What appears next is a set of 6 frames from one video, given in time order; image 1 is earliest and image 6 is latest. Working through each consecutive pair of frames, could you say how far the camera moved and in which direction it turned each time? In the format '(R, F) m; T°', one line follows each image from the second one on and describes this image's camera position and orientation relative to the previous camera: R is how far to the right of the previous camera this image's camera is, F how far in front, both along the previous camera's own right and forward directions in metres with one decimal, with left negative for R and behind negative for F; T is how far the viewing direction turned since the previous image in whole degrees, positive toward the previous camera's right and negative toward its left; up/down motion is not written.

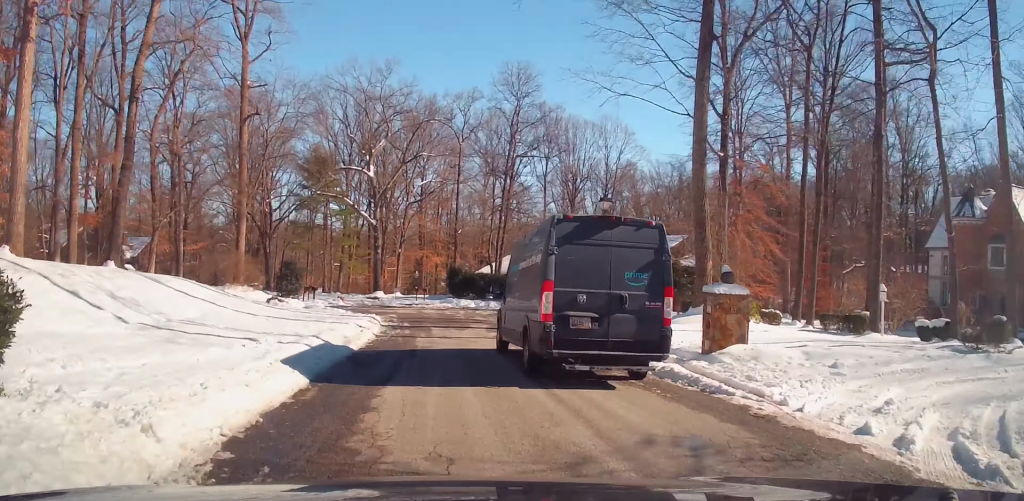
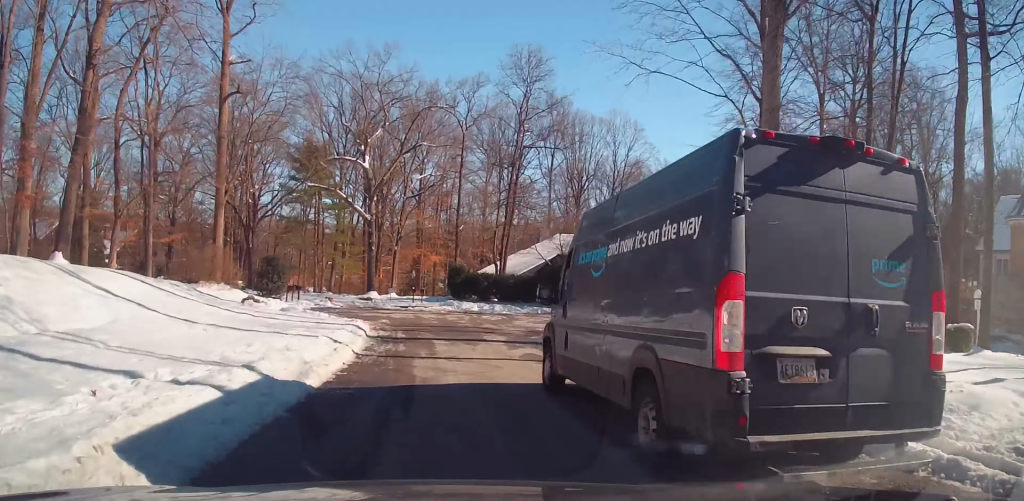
(-0.3, +5.6) m; +2°
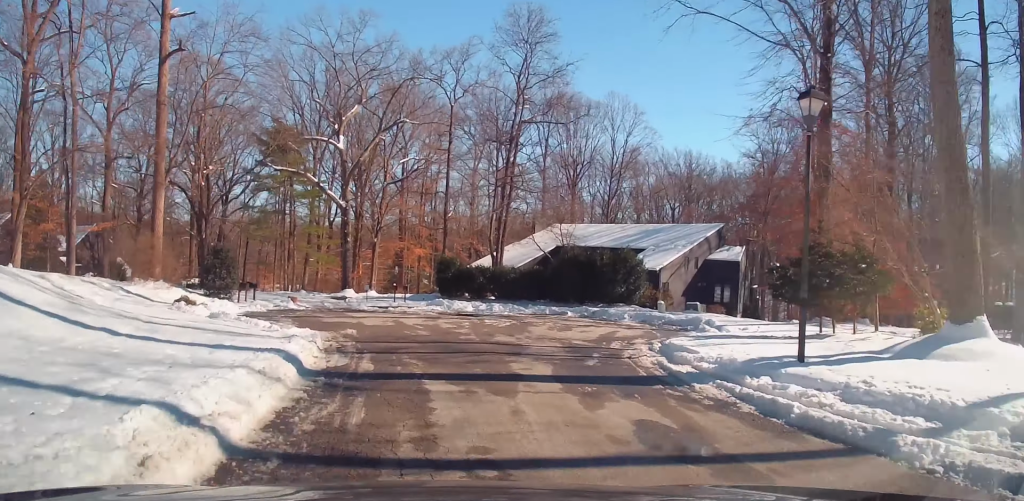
(+0.8, +7.8) m; +8°
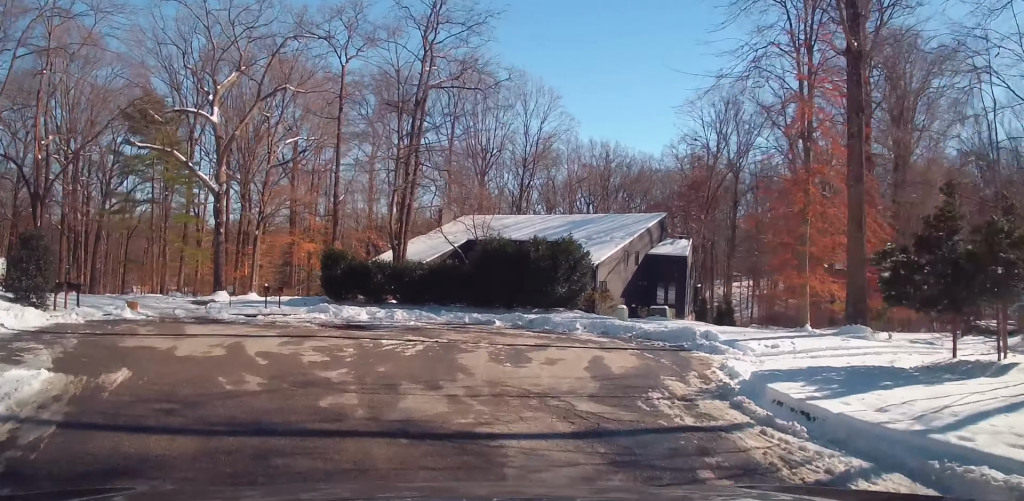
(+0.9, +9.0) m; +9°
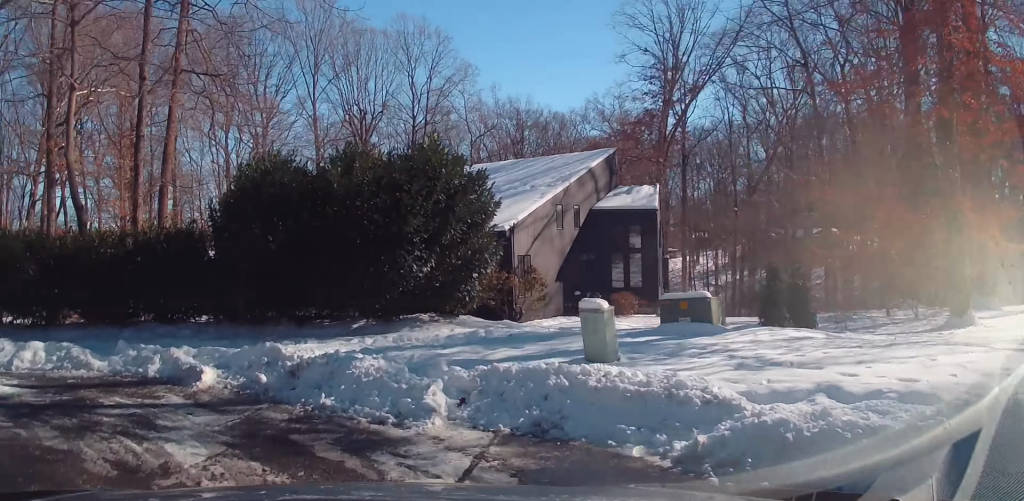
(+3.0, +18.3) m; -21°
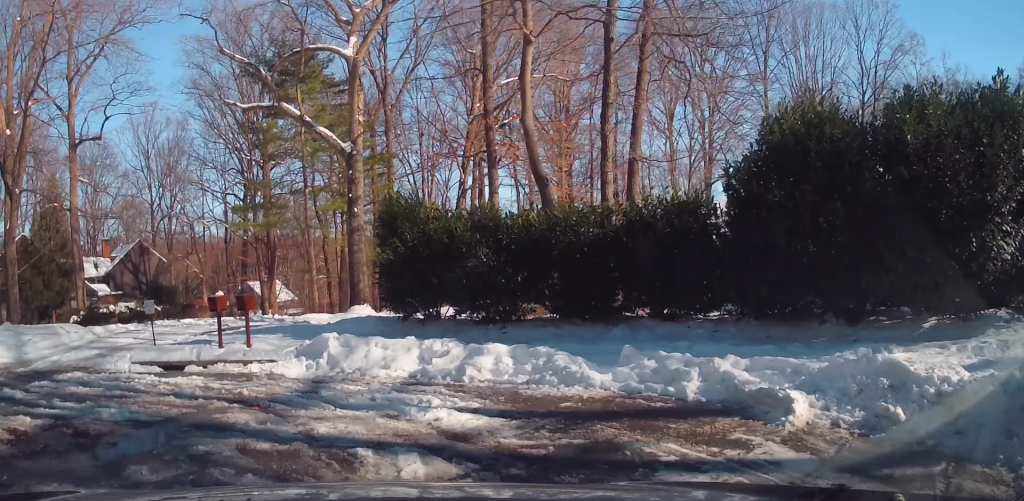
(-1.2, +2.9) m; -36°
